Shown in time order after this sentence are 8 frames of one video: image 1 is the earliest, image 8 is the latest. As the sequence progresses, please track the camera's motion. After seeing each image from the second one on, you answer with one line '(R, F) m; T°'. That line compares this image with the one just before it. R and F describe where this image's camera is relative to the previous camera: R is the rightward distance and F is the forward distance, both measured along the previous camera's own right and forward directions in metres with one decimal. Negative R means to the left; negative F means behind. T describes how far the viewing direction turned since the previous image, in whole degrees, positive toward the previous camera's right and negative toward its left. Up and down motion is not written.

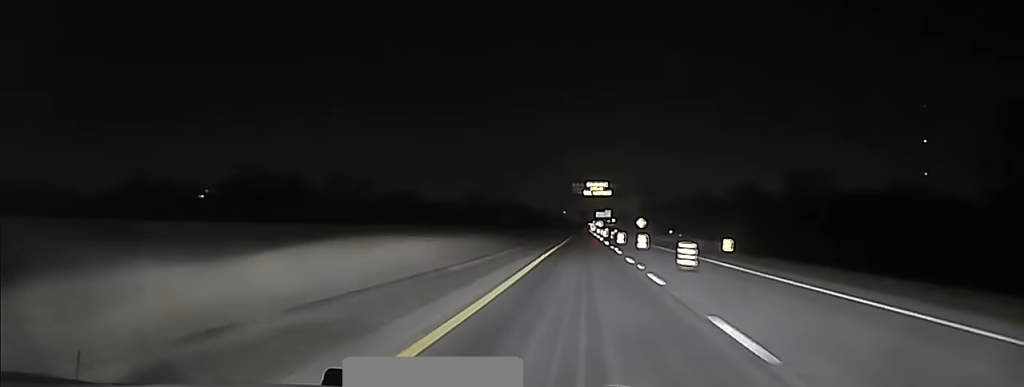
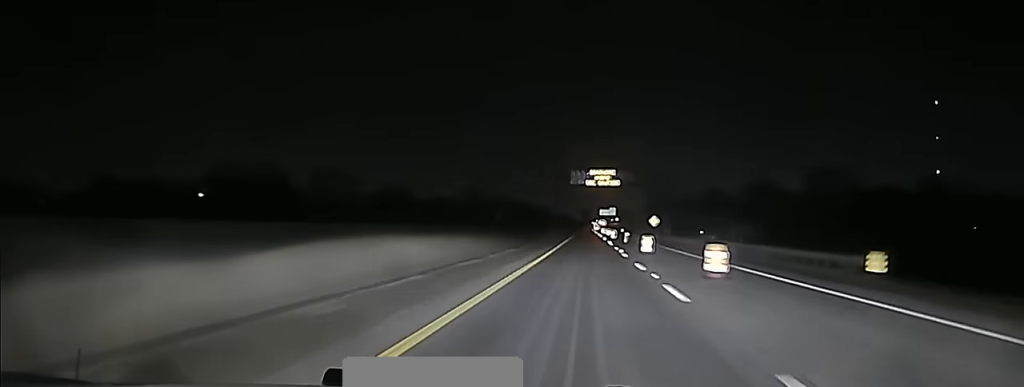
(0.0, +29.3) m; 0°
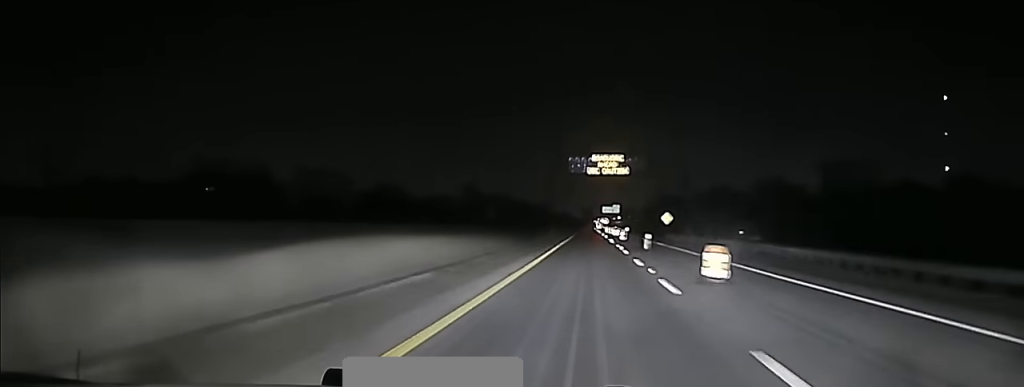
(0.0, +18.9) m; 0°
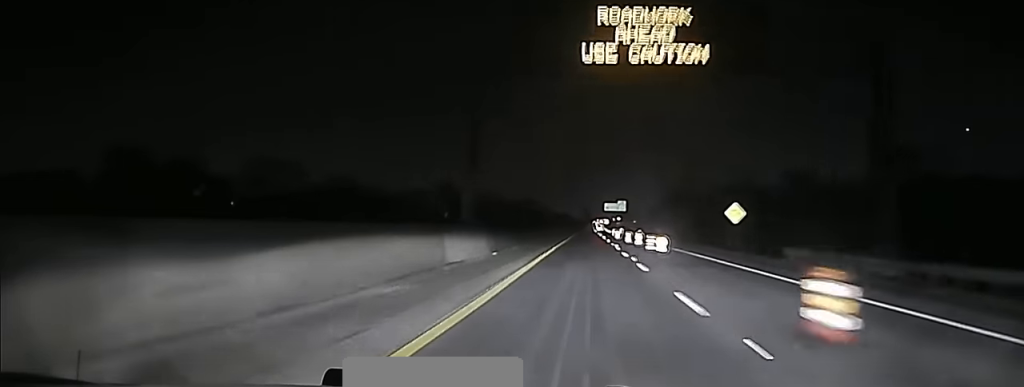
(+0.3, +60.1) m; +1°
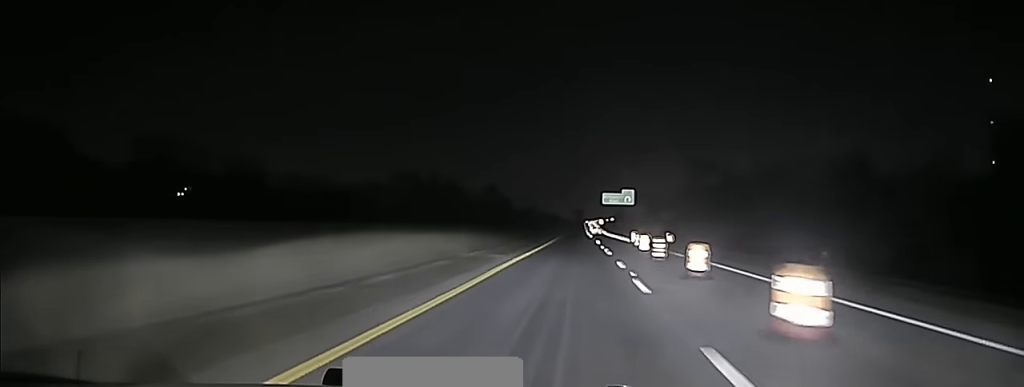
(+0.9, +87.9) m; +1°
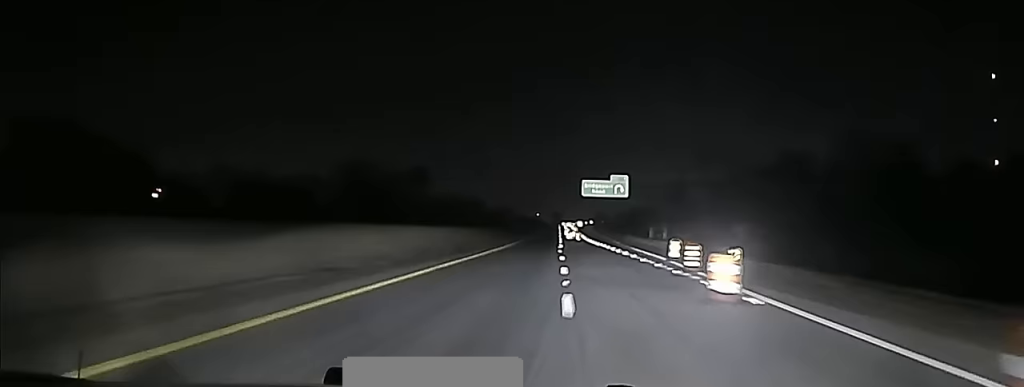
(+0.4, +60.1) m; +1°
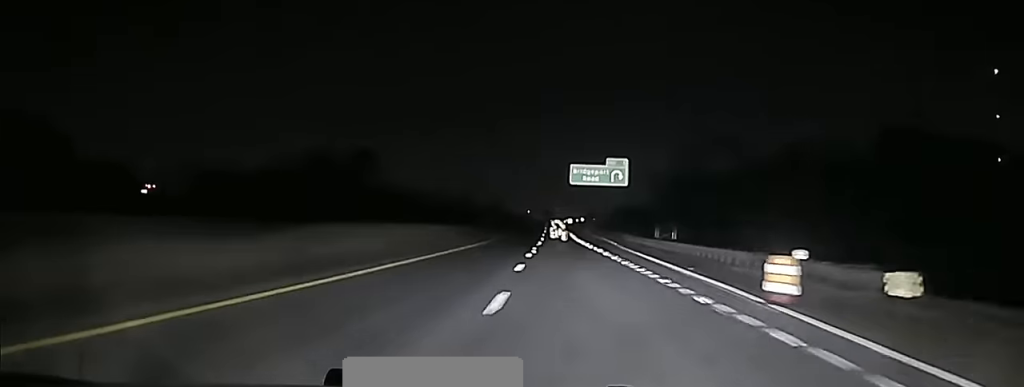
(+0.1, +25.8) m; 0°
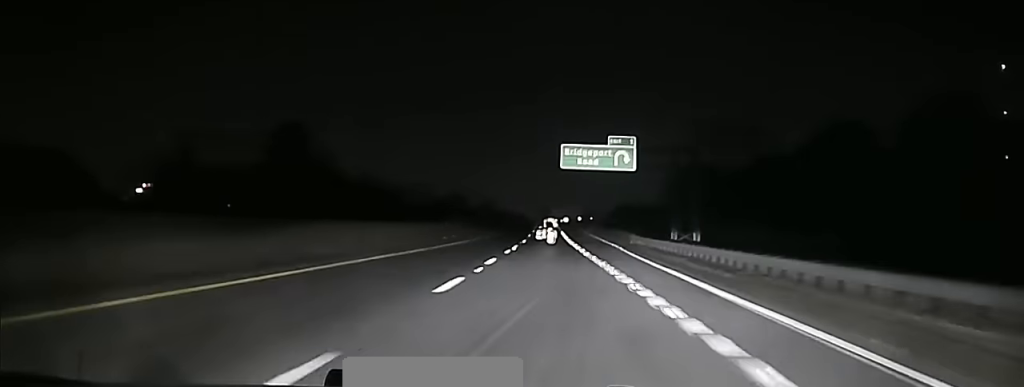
(+0.1, +19.7) m; 0°
